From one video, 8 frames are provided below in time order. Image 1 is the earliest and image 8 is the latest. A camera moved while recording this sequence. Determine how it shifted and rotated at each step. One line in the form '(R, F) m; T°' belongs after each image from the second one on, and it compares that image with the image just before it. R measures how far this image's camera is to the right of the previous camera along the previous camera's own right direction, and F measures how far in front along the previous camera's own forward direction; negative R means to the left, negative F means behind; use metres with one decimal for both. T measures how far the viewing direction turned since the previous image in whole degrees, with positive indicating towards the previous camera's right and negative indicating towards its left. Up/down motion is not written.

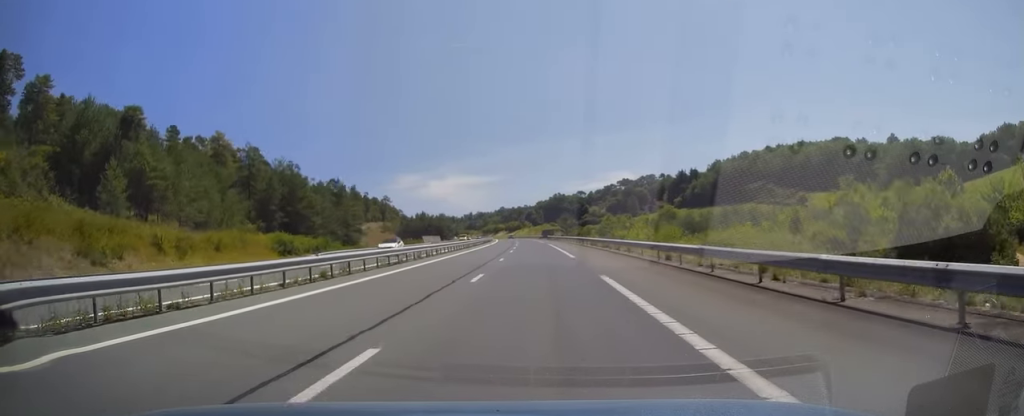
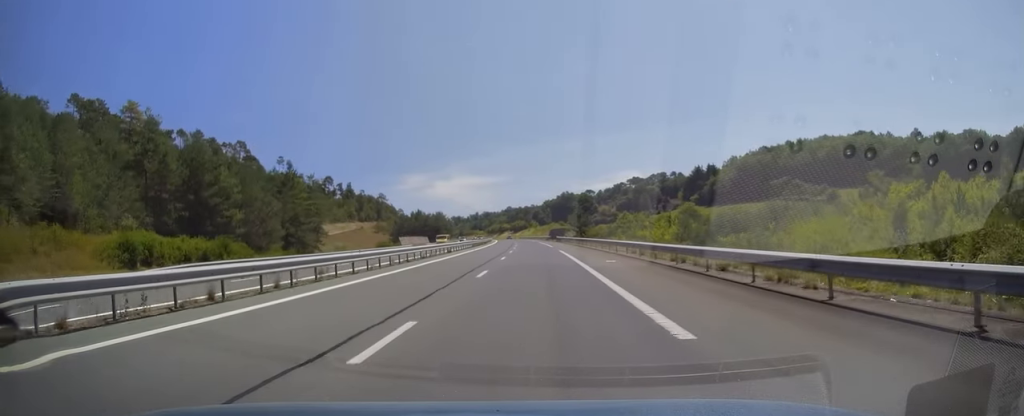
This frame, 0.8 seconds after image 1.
(0.0, +23.5) m; 0°
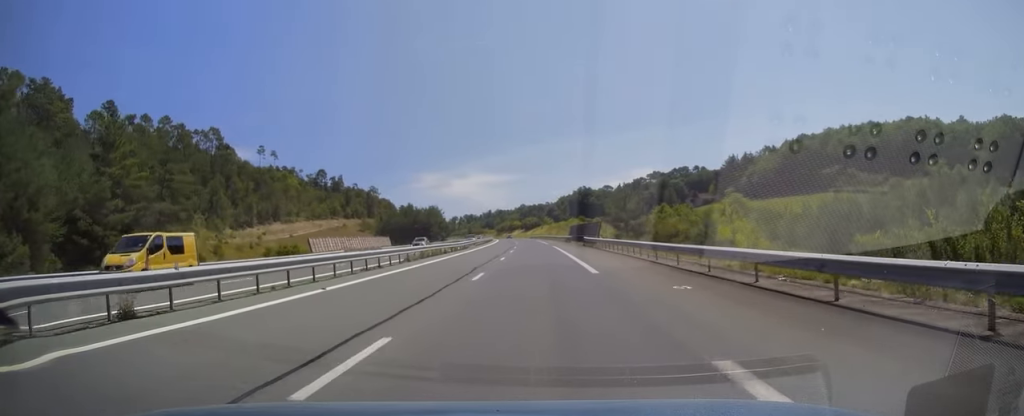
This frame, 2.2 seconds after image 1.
(-0.6, +40.2) m; -2°
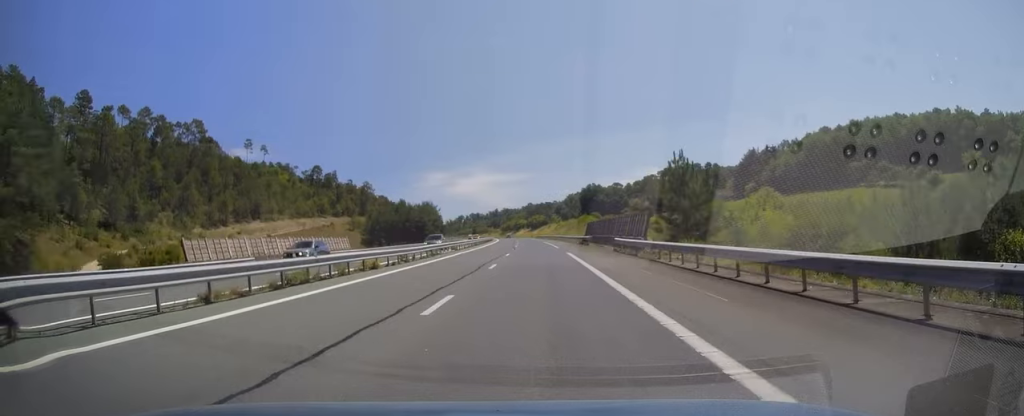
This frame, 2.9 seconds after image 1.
(-0.2, +20.5) m; -1°
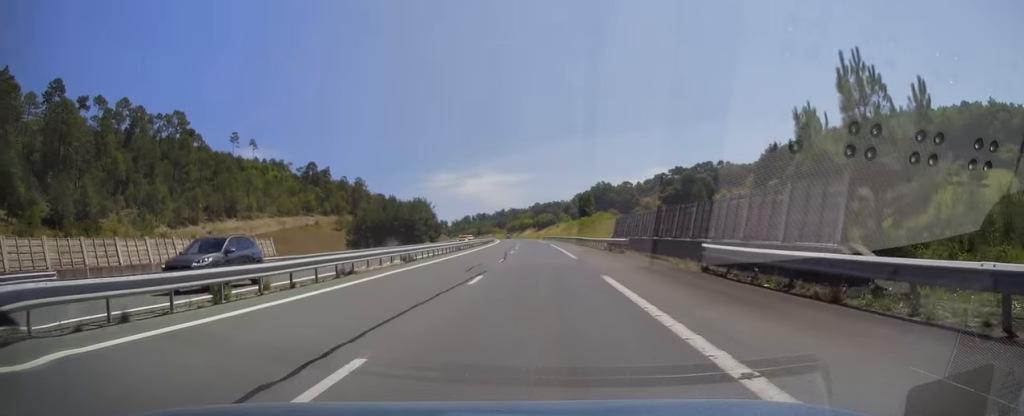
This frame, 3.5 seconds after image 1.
(-0.1, +19.6) m; 0°
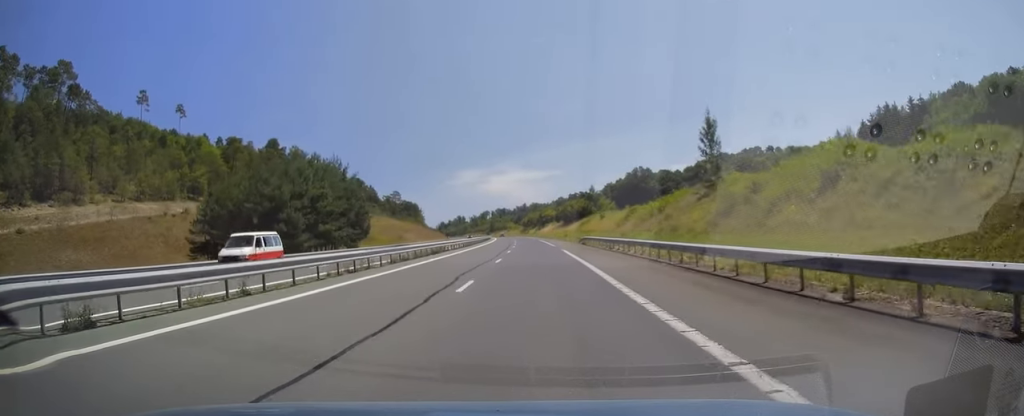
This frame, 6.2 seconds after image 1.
(-1.1, +80.0) m; -2°
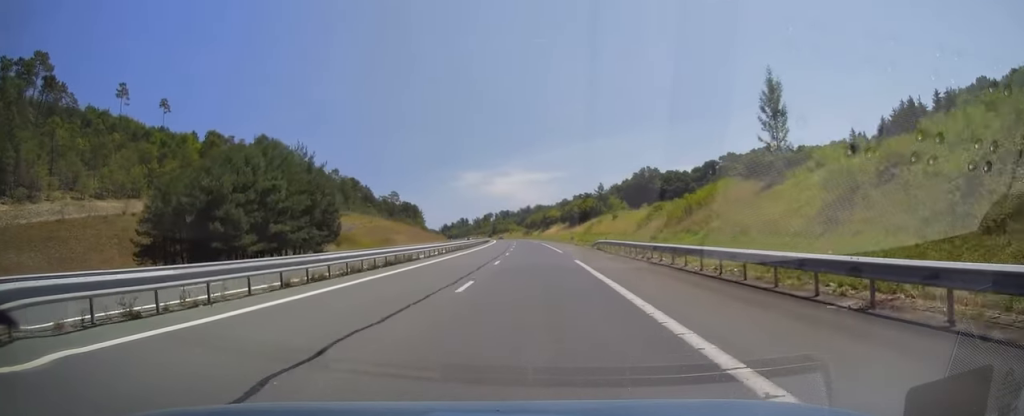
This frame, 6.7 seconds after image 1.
(0.0, +12.8) m; 0°
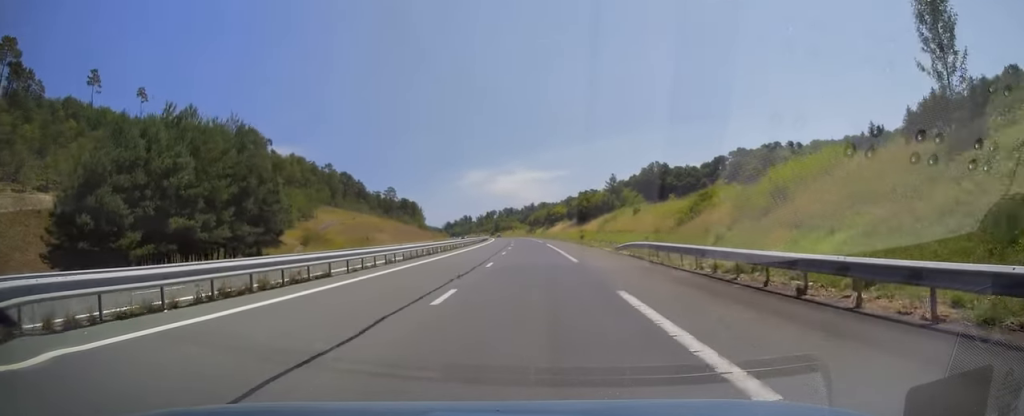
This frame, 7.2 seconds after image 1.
(0.0, +15.7) m; -1°
